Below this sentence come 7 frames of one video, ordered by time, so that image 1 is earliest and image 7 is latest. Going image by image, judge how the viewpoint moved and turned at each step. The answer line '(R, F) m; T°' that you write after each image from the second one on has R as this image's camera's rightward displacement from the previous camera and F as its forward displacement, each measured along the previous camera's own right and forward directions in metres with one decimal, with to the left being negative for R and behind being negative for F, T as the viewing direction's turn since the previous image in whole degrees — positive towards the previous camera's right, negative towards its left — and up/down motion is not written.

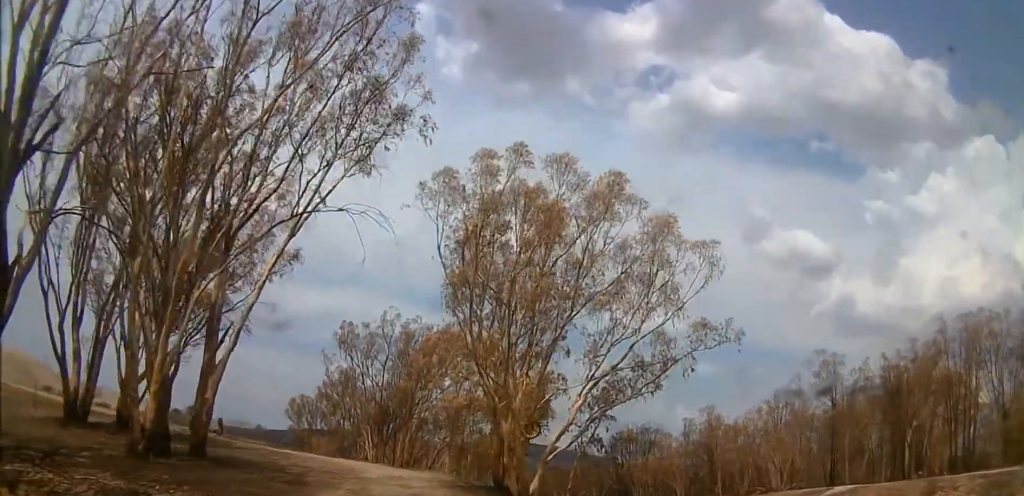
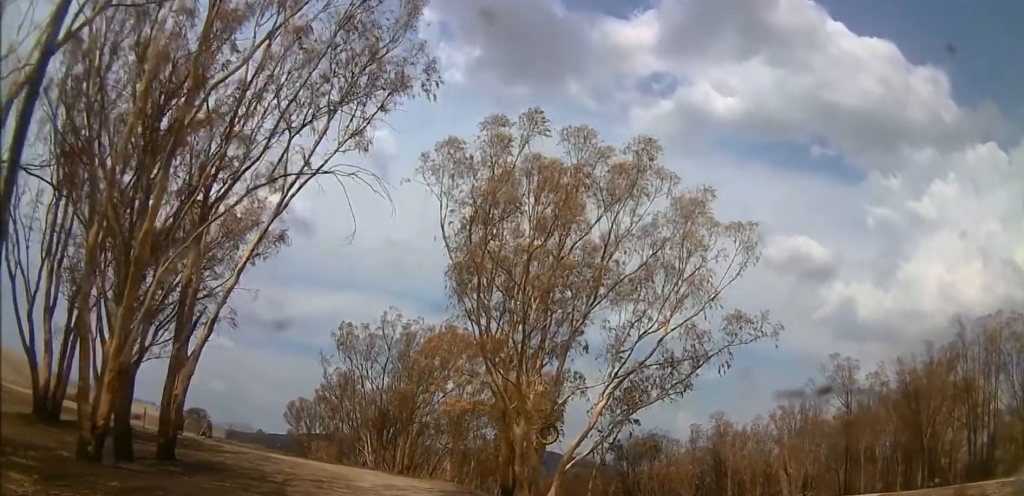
(0.0, +2.6) m; 0°
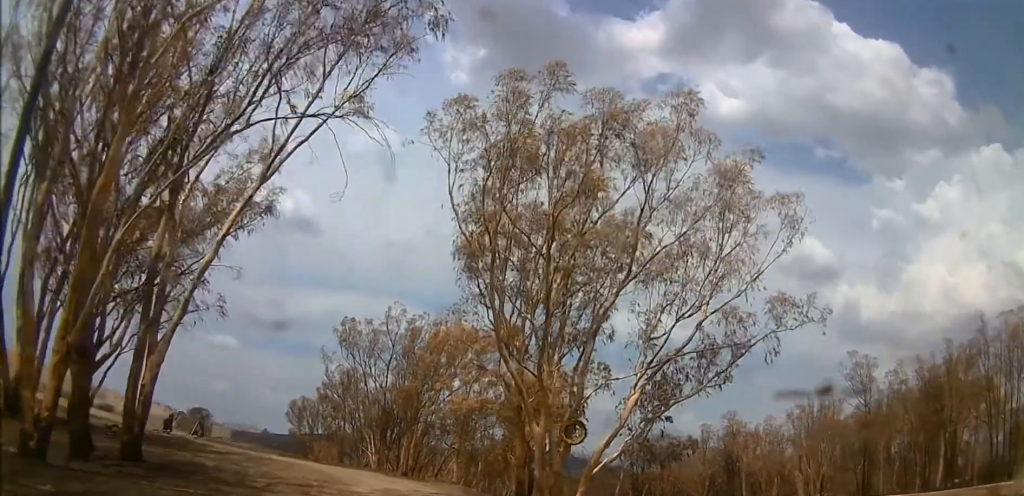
(0.0, +2.3) m; 0°
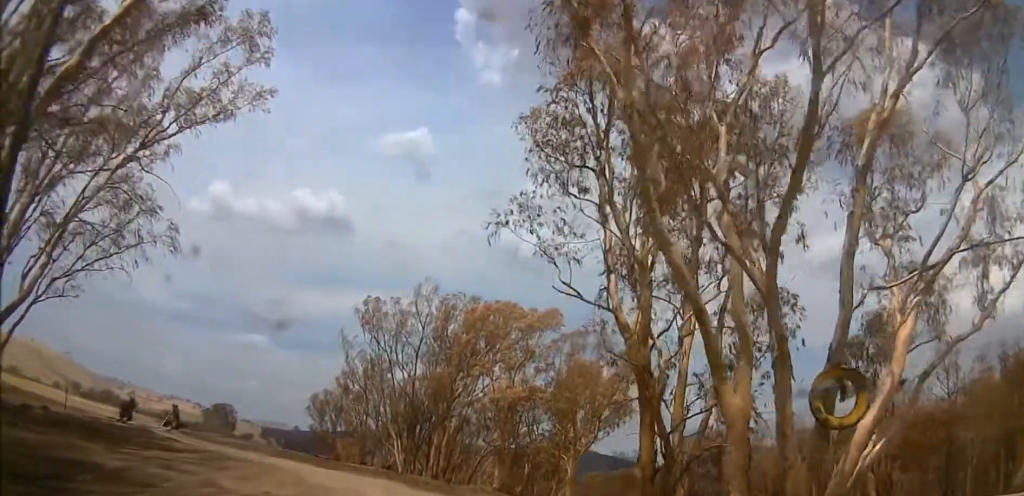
(0.0, +7.4) m; 0°
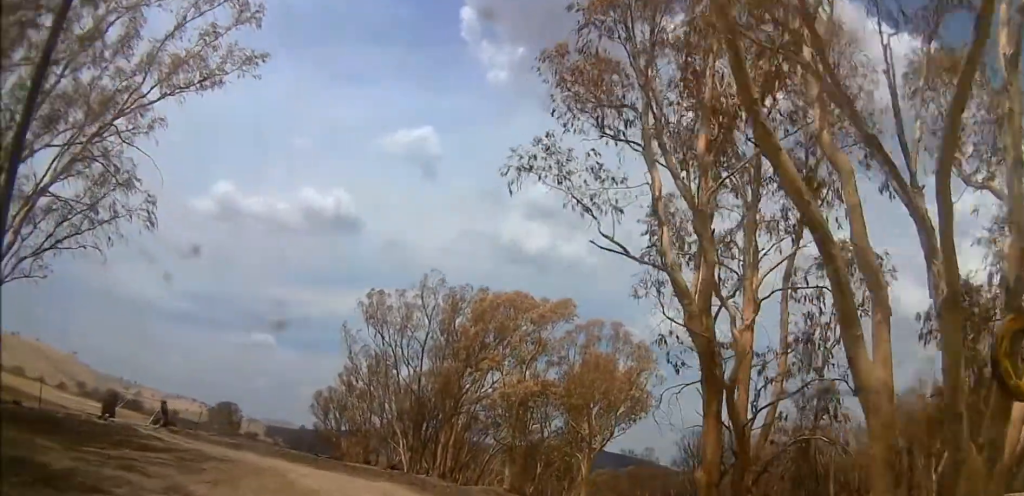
(0.0, +1.9) m; 0°
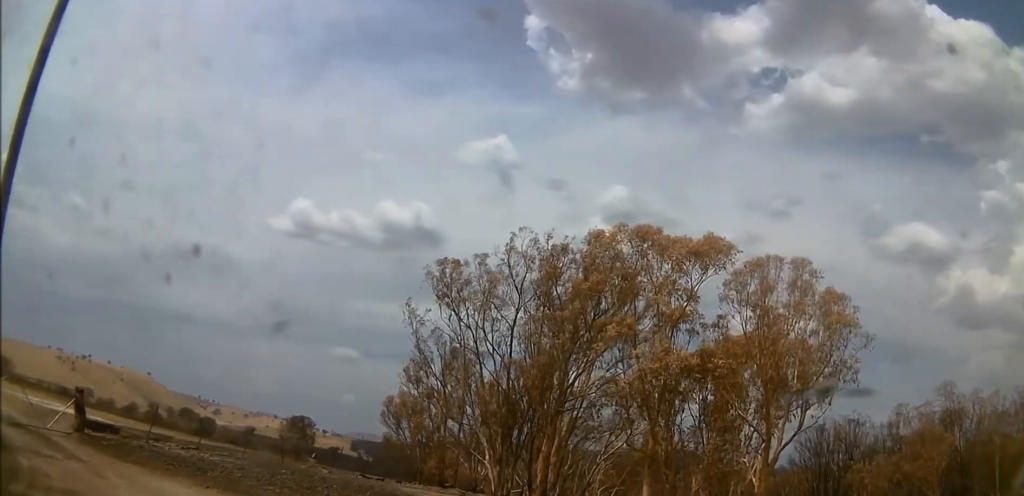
(0.0, +12.3) m; 0°
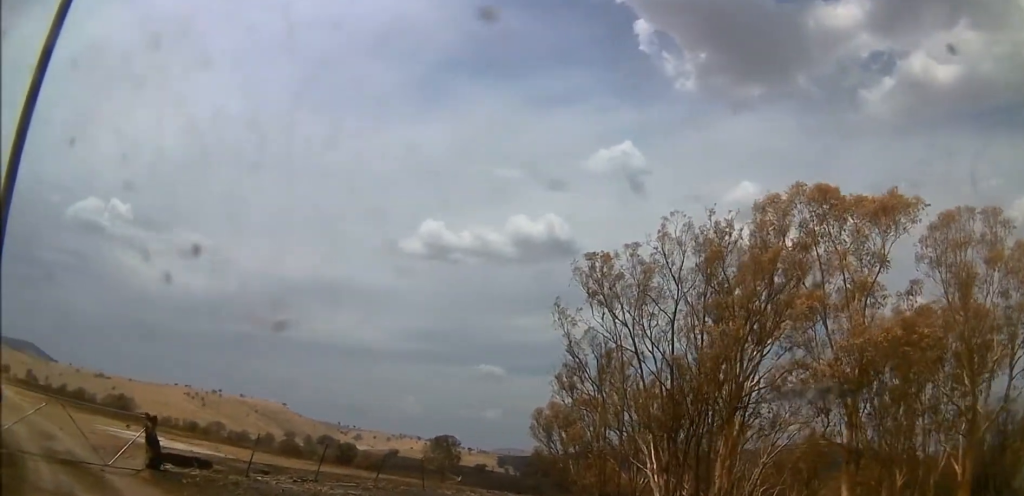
(0.0, +4.3) m; -4°
